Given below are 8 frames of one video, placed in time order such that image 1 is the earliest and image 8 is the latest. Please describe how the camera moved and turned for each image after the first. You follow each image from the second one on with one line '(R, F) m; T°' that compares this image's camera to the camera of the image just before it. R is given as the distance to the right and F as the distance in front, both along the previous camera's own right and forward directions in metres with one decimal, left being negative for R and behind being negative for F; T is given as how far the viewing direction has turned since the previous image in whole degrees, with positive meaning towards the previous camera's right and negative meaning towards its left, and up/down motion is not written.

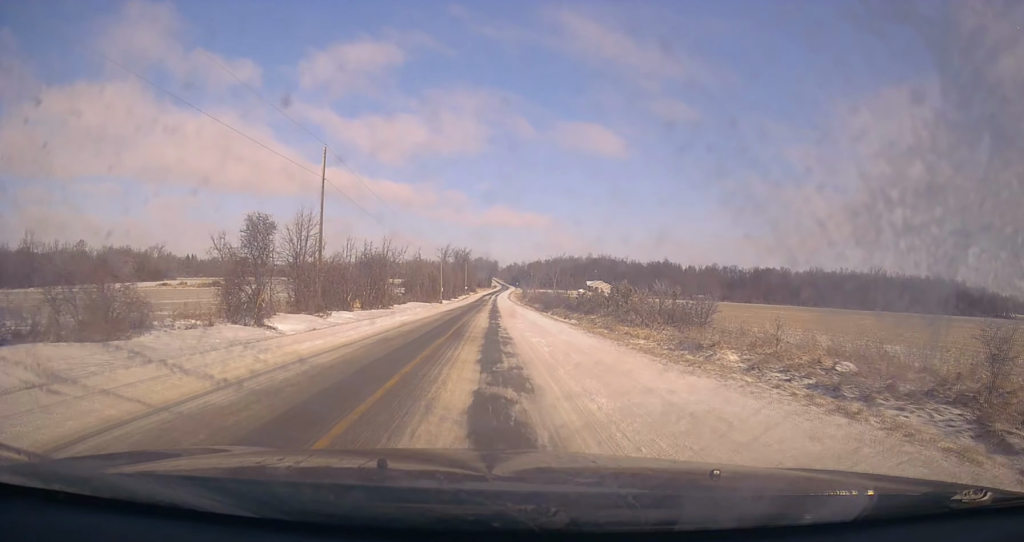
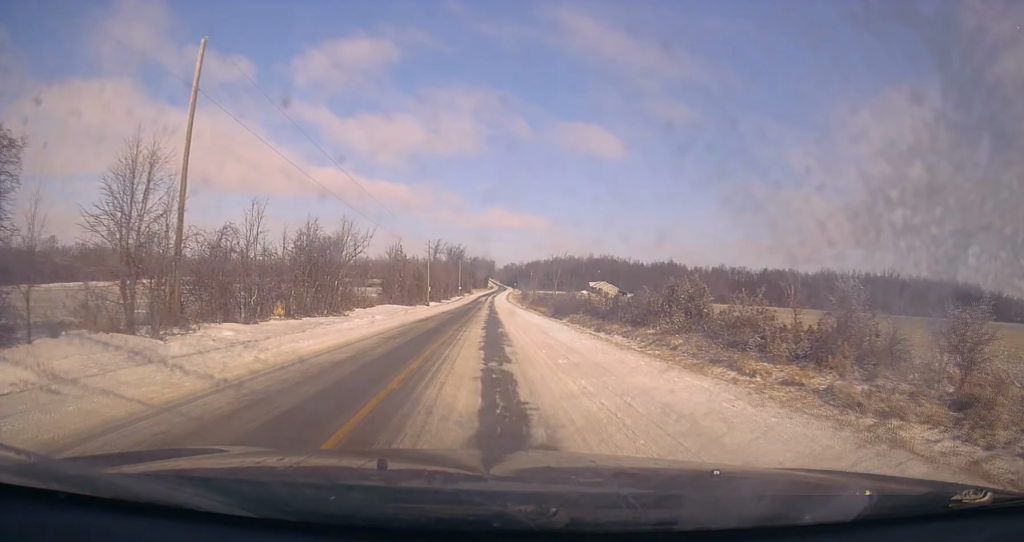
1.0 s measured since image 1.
(-0.1, +18.0) m; -1°
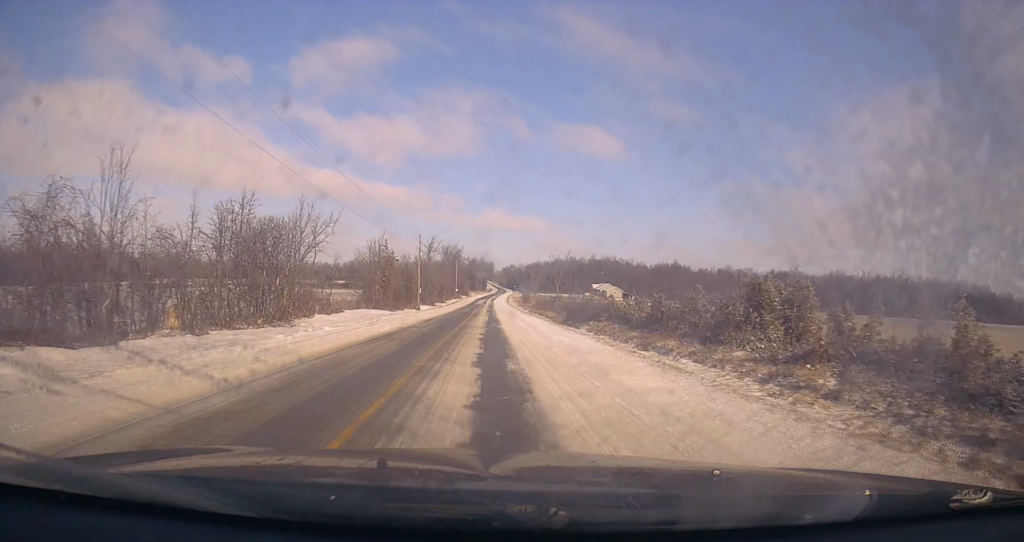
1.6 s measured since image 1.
(-0.1, +11.1) m; 0°
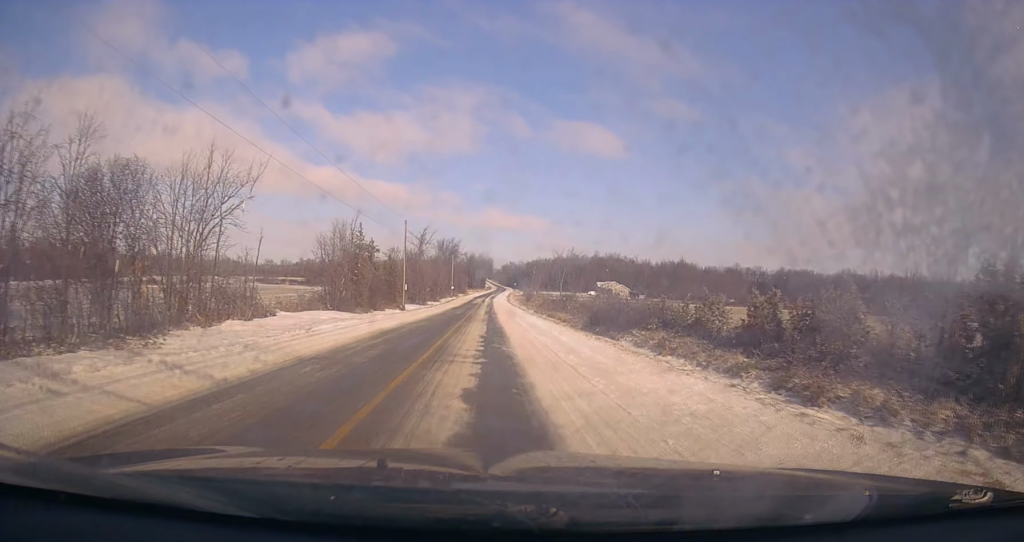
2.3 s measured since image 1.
(0.0, +13.5) m; 0°
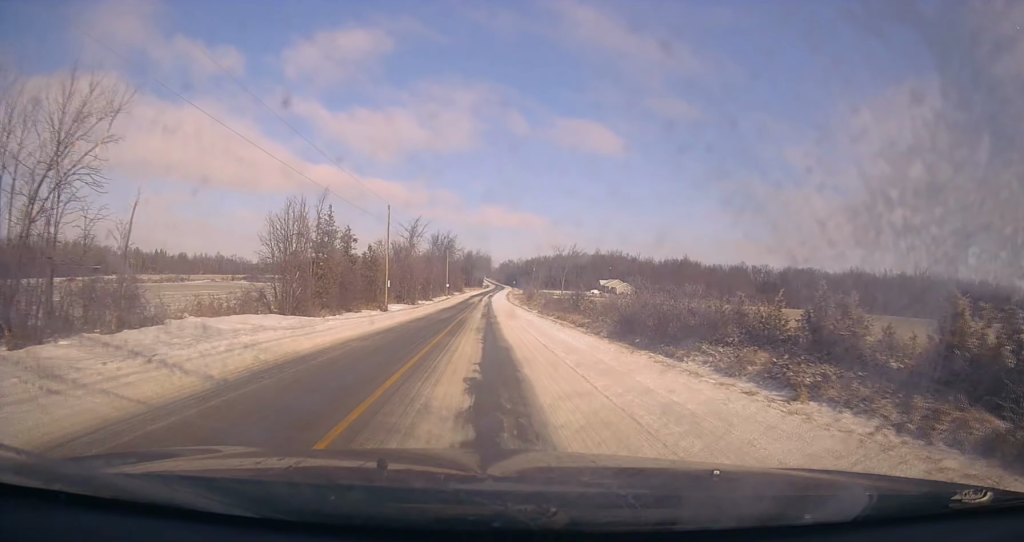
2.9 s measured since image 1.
(0.0, +10.8) m; 0°
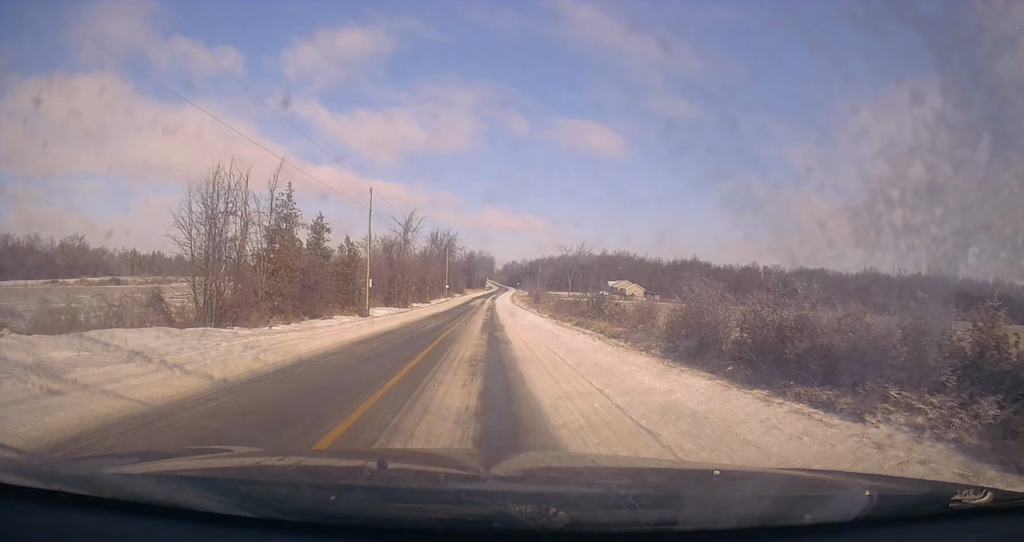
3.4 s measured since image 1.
(0.0, +10.6) m; 0°
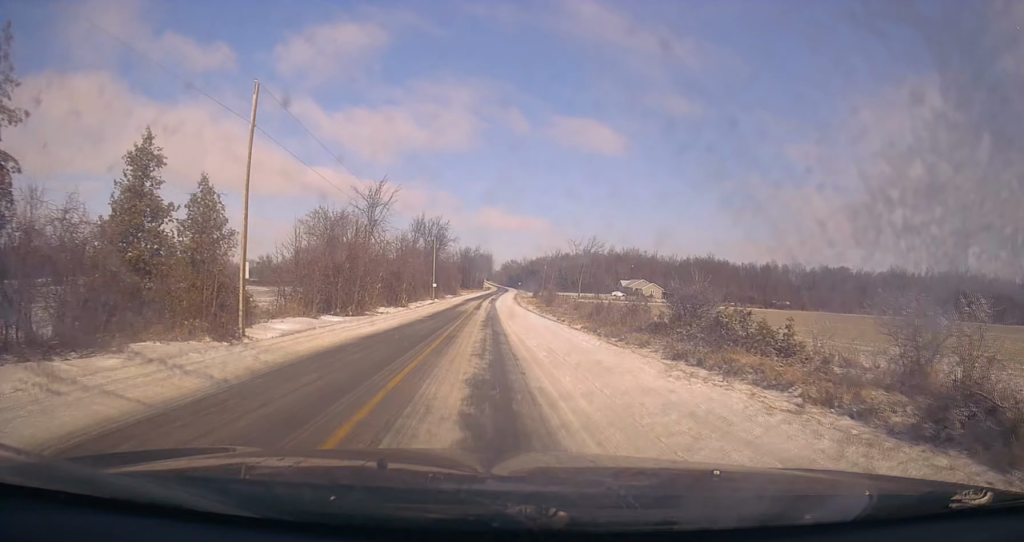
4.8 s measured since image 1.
(0.0, +25.4) m; 0°
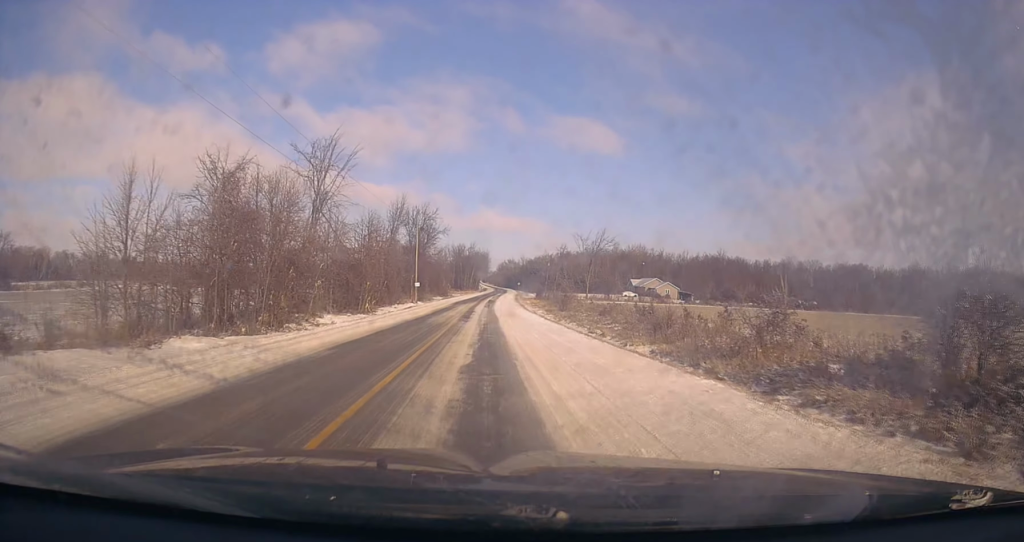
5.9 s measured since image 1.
(+0.1, +19.9) m; +1°
